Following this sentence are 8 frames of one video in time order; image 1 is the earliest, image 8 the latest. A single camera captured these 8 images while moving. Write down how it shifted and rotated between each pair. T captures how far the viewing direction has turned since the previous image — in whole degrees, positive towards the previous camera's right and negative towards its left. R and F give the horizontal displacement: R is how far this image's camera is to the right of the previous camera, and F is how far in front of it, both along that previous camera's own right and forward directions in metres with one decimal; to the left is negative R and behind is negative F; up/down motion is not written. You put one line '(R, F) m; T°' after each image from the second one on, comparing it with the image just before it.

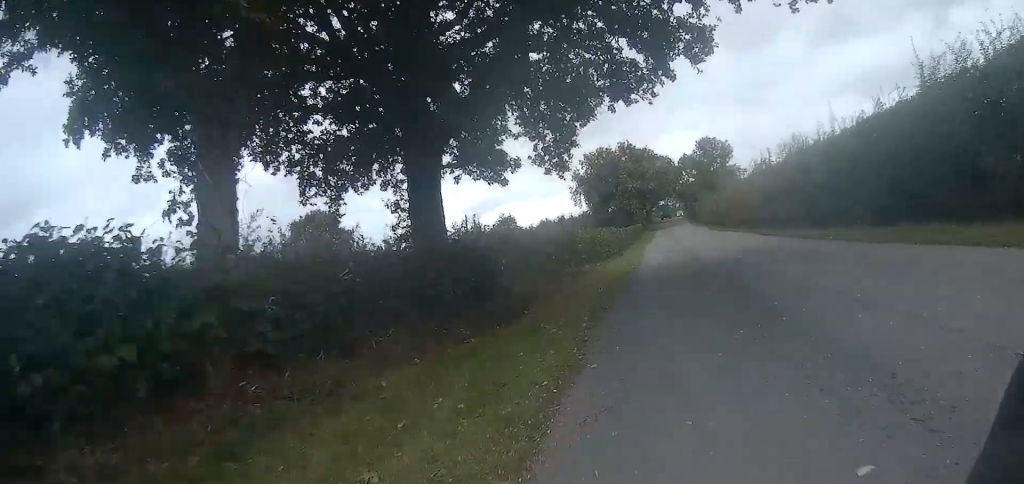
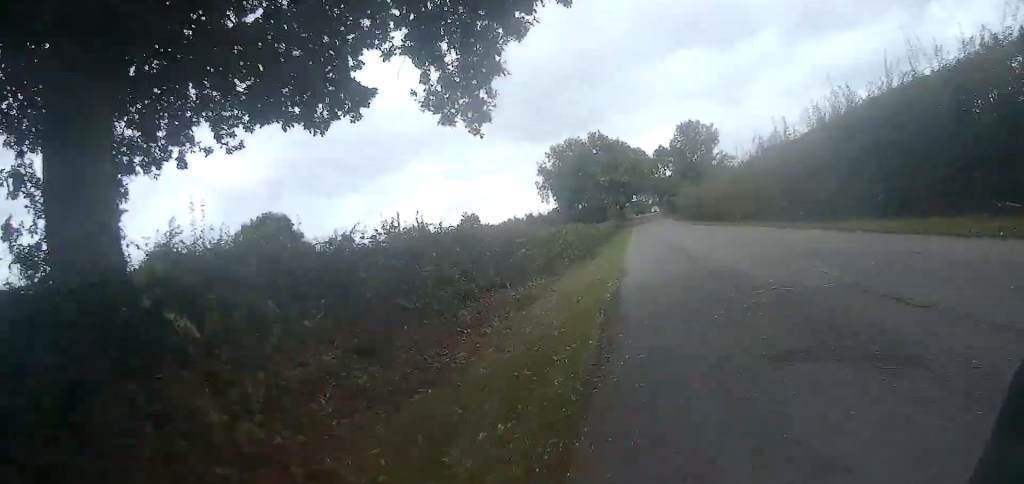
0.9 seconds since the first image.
(+0.1, +8.5) m; +1°
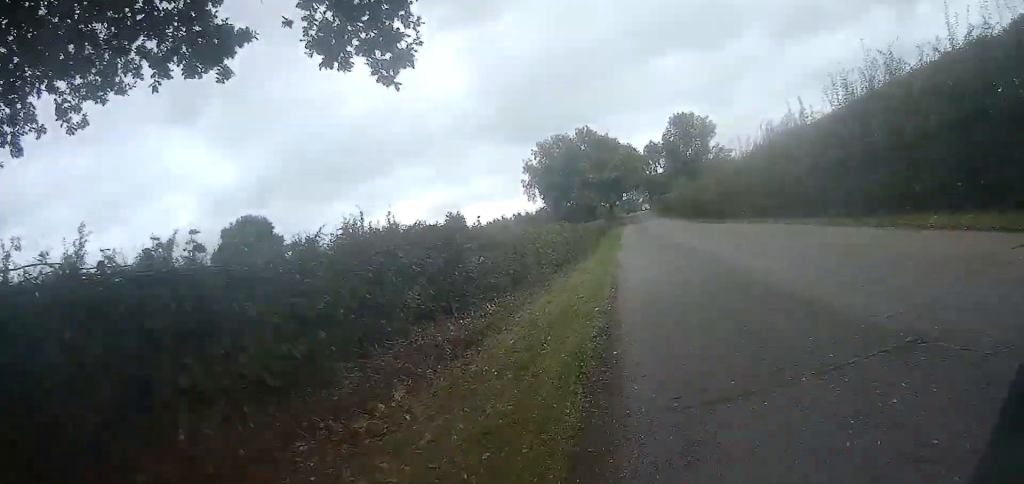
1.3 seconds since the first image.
(0.0, +3.8) m; 0°
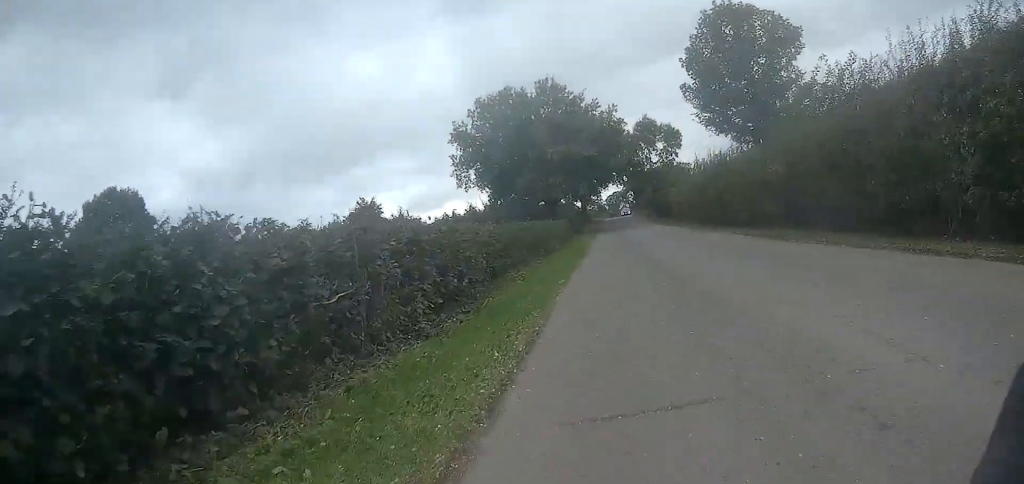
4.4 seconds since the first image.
(+0.8, +30.2) m; +3°
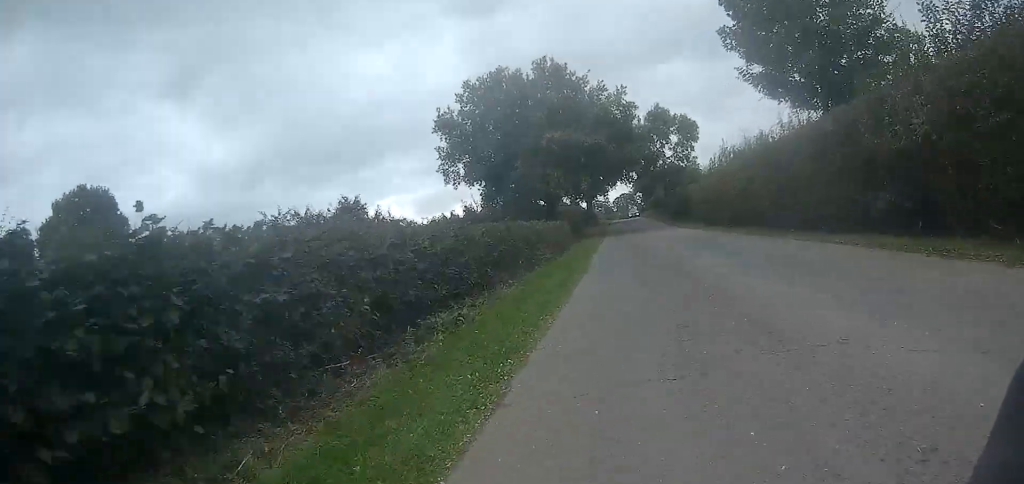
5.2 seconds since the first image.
(0.0, +7.7) m; -1°
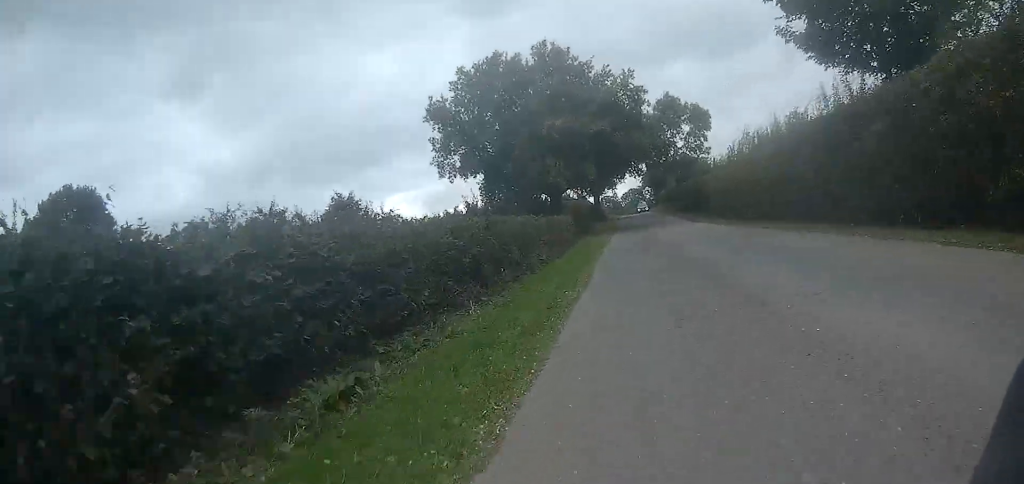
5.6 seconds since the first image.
(0.0, +4.1) m; -1°
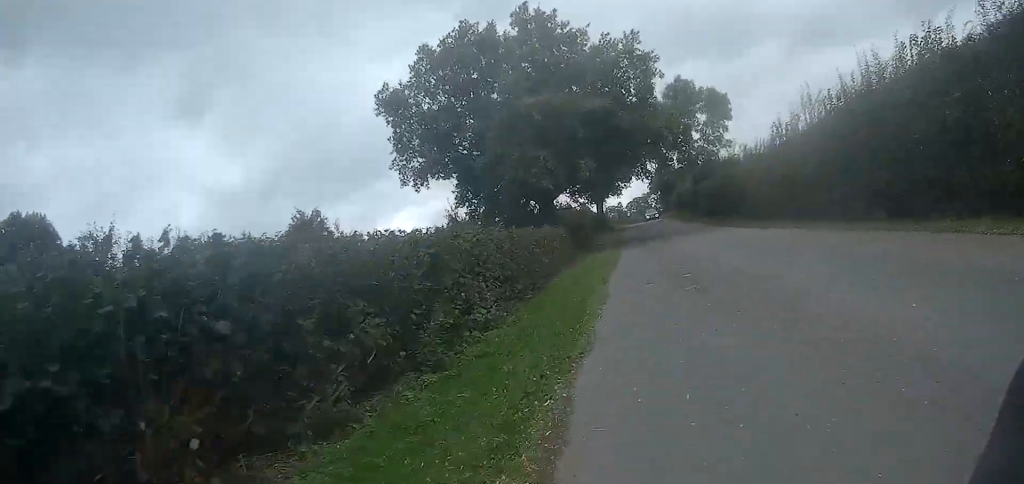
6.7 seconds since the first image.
(-0.3, +10.2) m; -3°
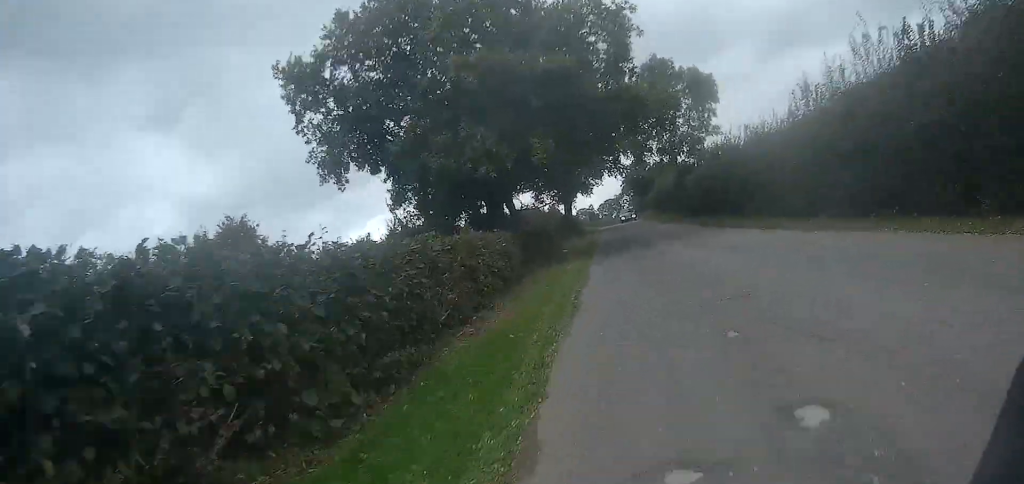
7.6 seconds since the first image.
(-0.1, +7.8) m; -1°
